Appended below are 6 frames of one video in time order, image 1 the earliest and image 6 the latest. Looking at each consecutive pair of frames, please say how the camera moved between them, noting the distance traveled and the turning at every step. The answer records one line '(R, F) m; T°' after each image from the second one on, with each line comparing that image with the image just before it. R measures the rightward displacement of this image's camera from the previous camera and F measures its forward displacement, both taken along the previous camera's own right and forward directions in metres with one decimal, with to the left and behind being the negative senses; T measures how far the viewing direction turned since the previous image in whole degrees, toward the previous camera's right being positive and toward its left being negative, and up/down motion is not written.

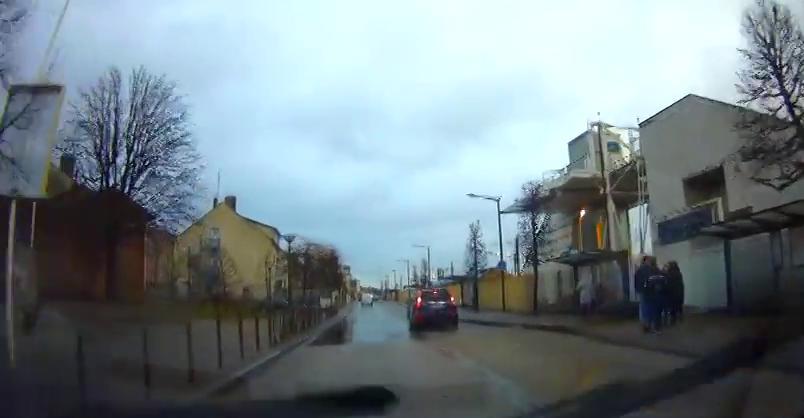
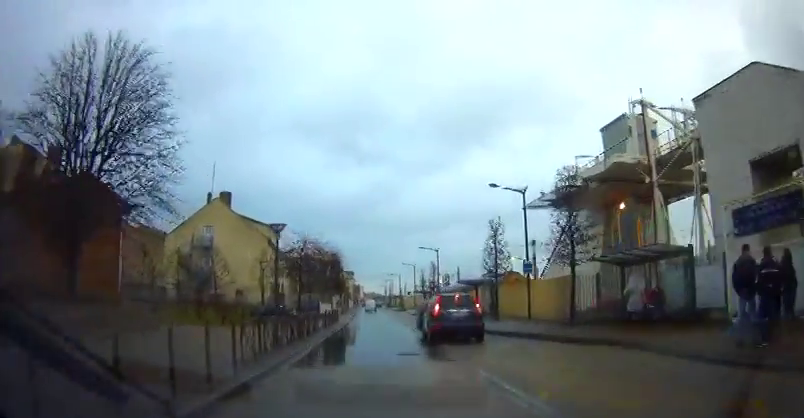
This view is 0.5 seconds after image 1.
(-0.1, +3.8) m; 0°
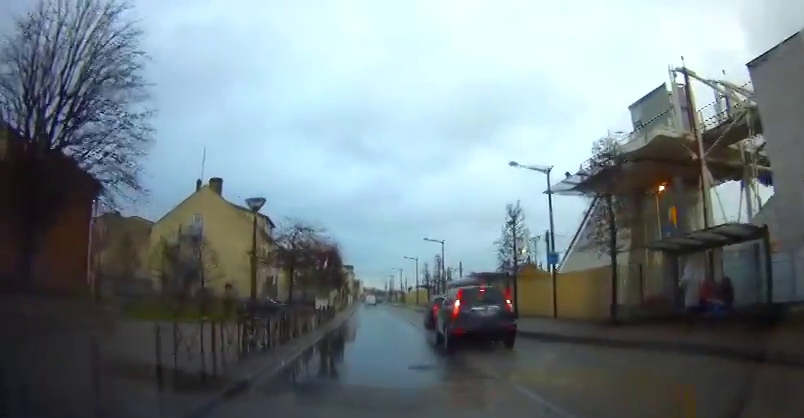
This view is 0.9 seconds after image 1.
(0.0, +3.3) m; 0°
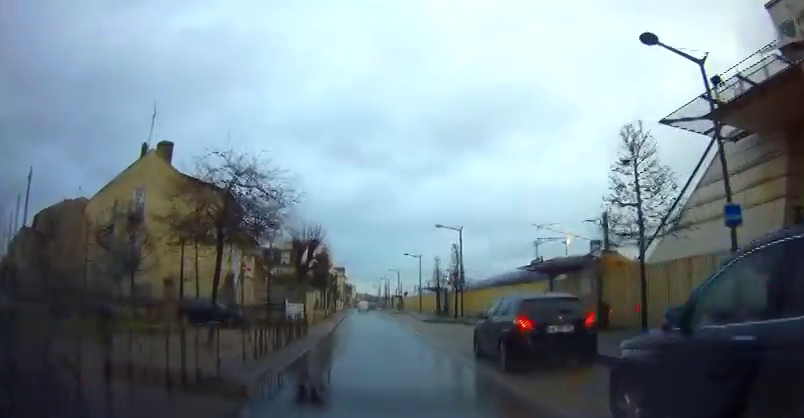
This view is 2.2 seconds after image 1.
(+0.3, +11.5) m; +1°
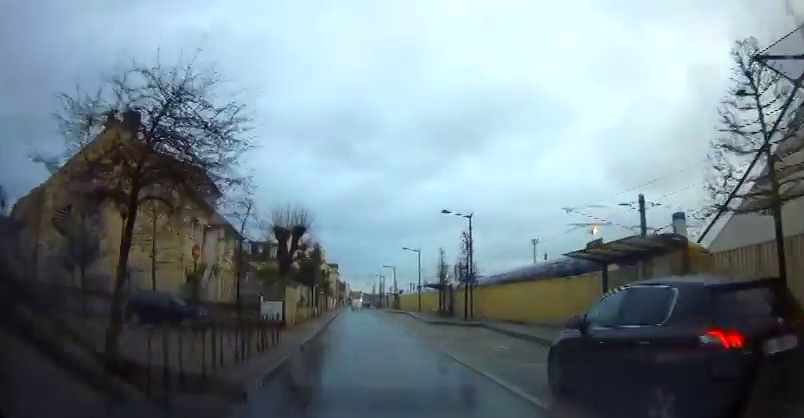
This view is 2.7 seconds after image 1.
(0.0, +5.1) m; -1°
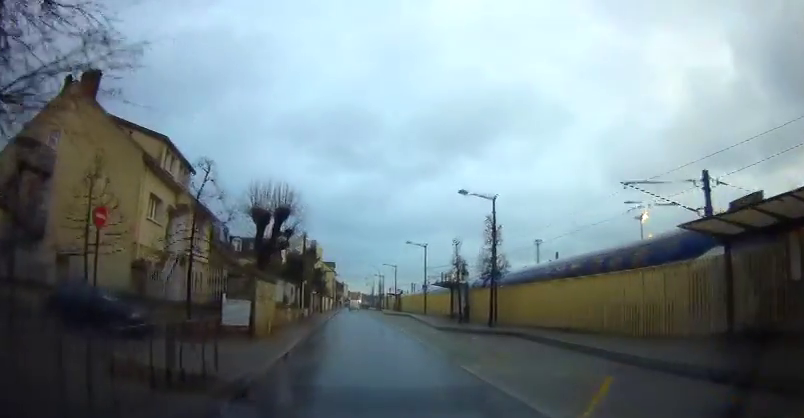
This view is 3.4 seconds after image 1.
(-0.1, +6.0) m; 0°
